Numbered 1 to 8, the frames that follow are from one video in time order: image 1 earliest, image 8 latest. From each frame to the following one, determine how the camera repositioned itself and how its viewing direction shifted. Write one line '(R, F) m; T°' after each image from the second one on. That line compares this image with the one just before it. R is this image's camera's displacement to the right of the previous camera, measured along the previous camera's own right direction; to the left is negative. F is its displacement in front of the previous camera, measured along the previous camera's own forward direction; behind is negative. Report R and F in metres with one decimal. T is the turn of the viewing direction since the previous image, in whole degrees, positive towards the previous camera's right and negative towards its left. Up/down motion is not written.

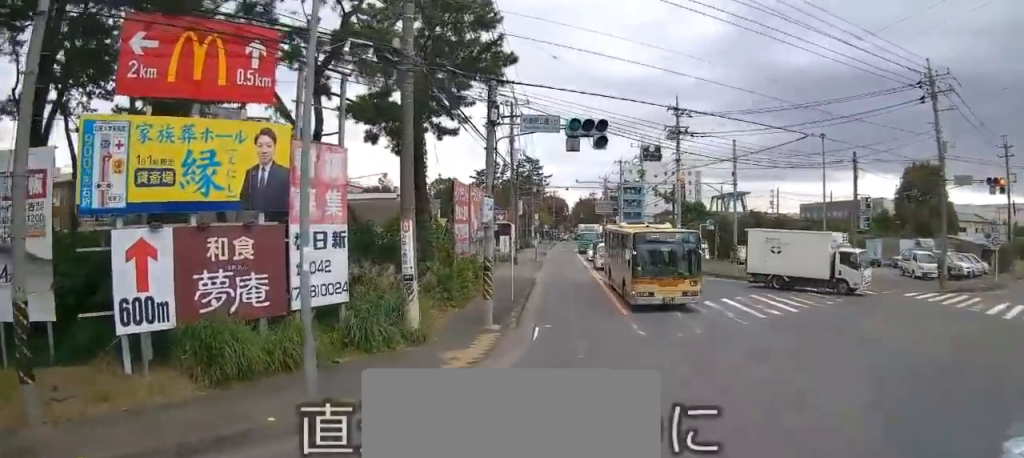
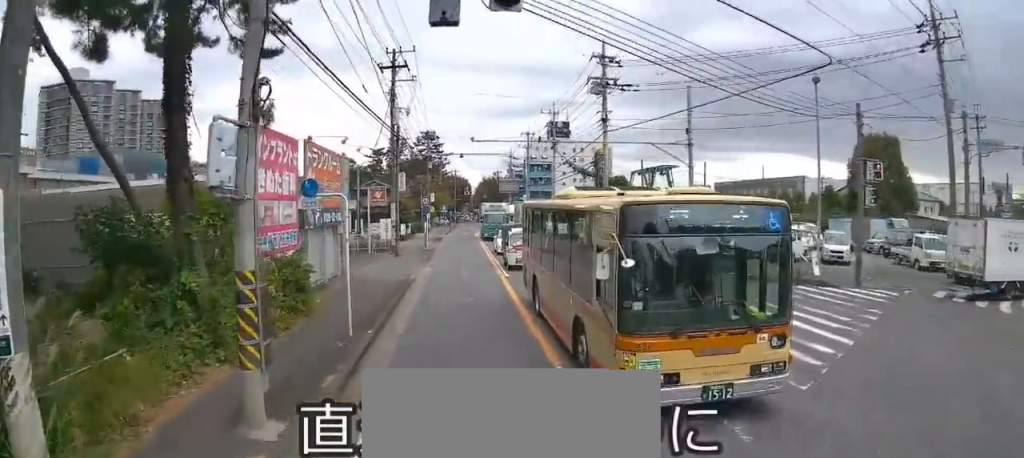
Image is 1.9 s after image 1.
(+0.3, +8.8) m; +4°
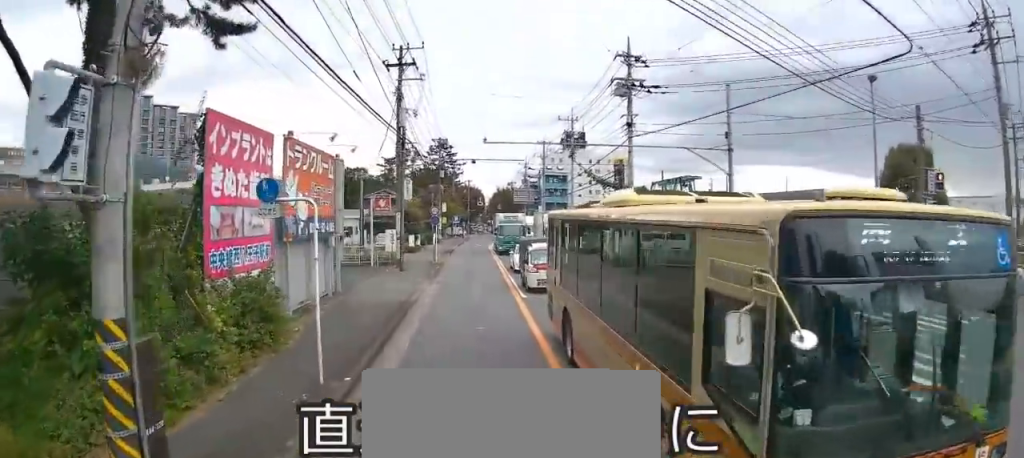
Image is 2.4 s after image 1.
(0.0, +2.8) m; 0°
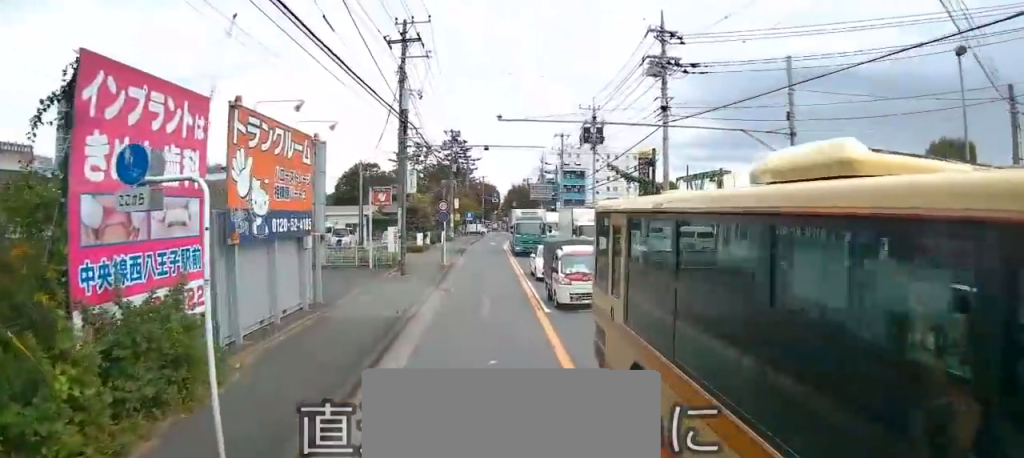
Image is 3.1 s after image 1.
(0.0, +3.6) m; 0°
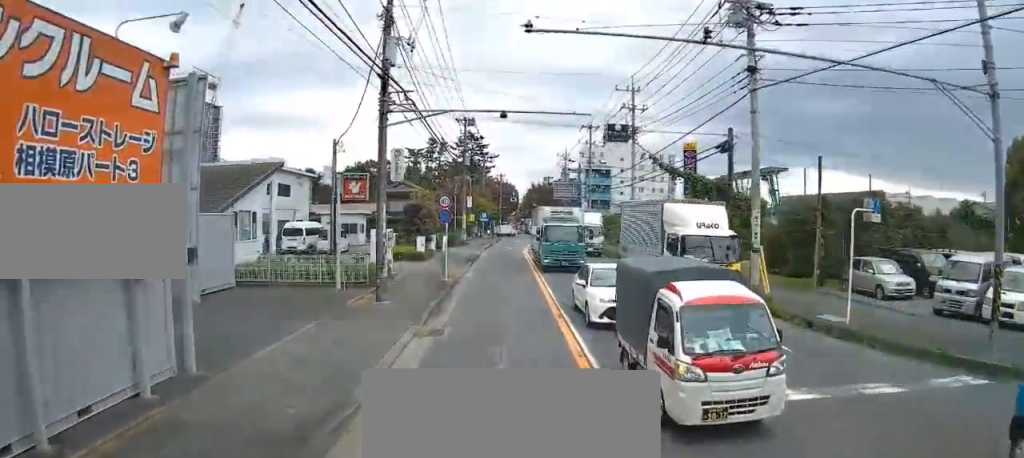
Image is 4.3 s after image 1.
(0.0, +7.3) m; -2°
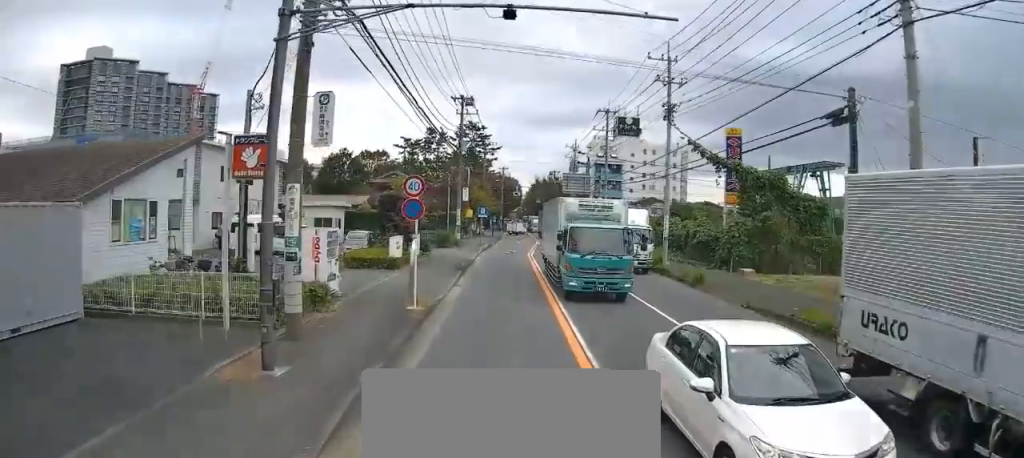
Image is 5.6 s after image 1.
(-0.4, +7.3) m; -2°
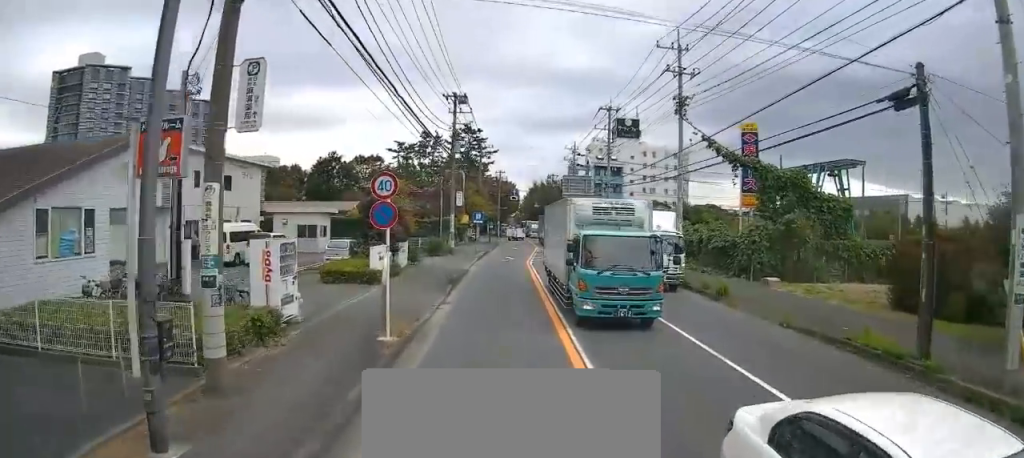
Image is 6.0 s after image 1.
(0.0, +2.9) m; 0°
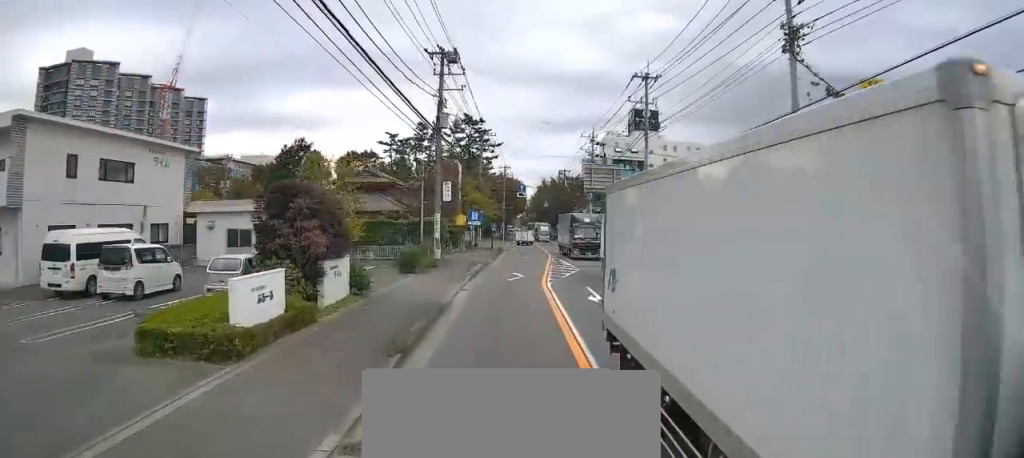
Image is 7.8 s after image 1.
(-0.1, +11.2) m; +1°
